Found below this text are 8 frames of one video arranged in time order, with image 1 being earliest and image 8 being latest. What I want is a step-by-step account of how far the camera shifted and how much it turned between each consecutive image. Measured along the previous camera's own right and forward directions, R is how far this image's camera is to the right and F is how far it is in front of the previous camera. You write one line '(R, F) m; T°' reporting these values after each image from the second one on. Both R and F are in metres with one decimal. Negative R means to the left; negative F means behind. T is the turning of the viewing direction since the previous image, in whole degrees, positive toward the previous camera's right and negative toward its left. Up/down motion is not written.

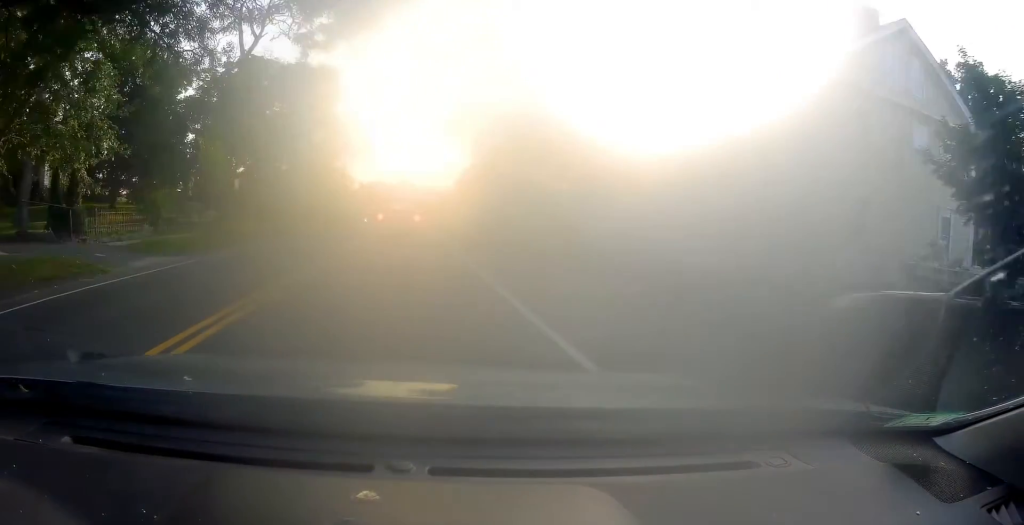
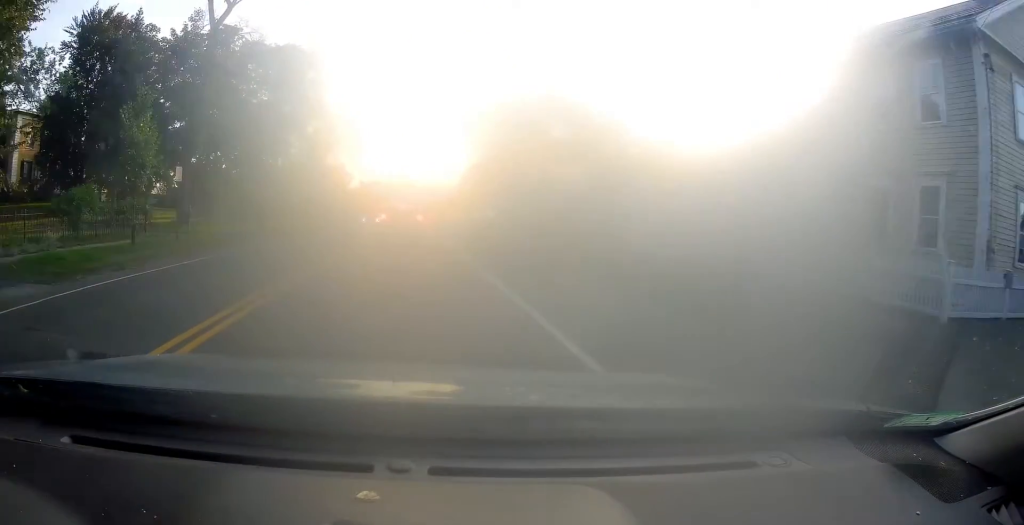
(-0.1, +6.2) m; -1°
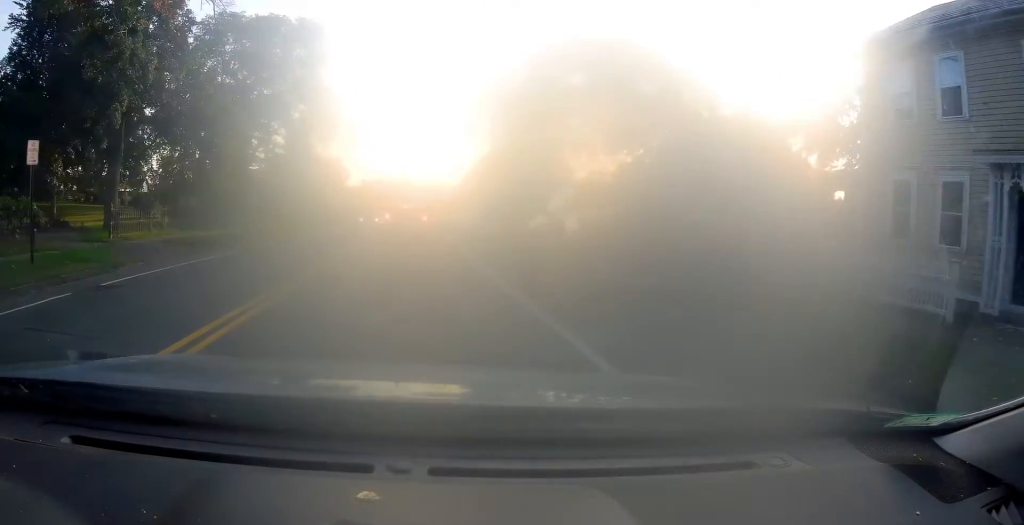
(-0.4, +8.4) m; 0°
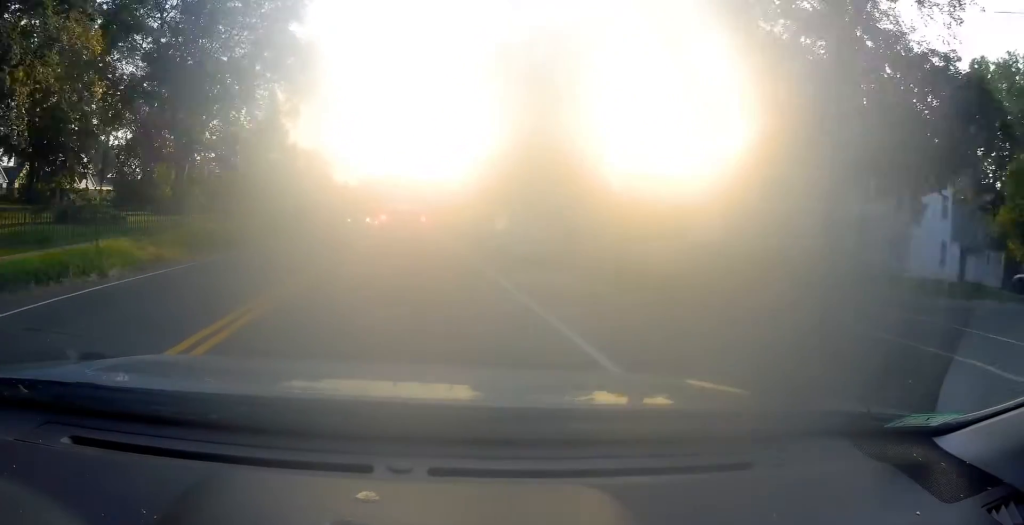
(+0.6, +11.9) m; +1°
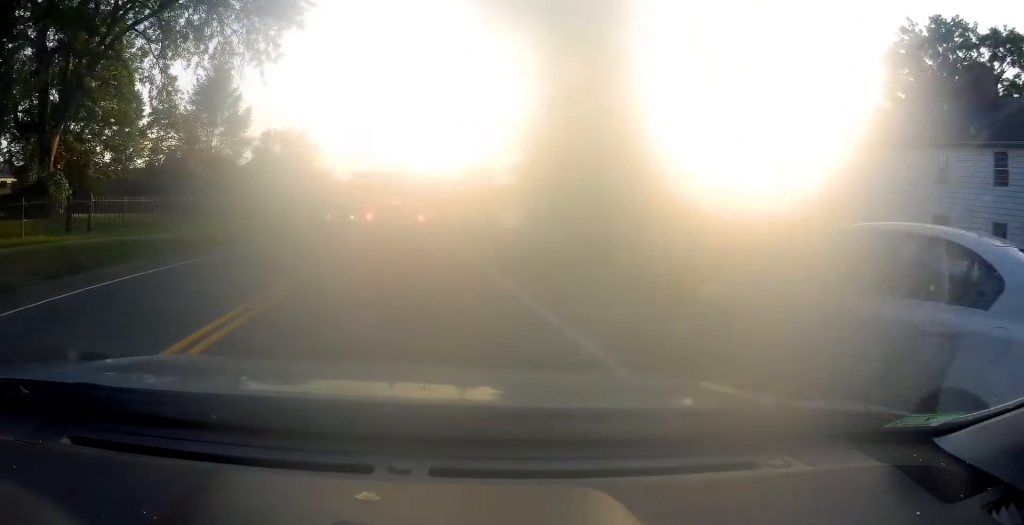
(-0.2, +13.5) m; 0°
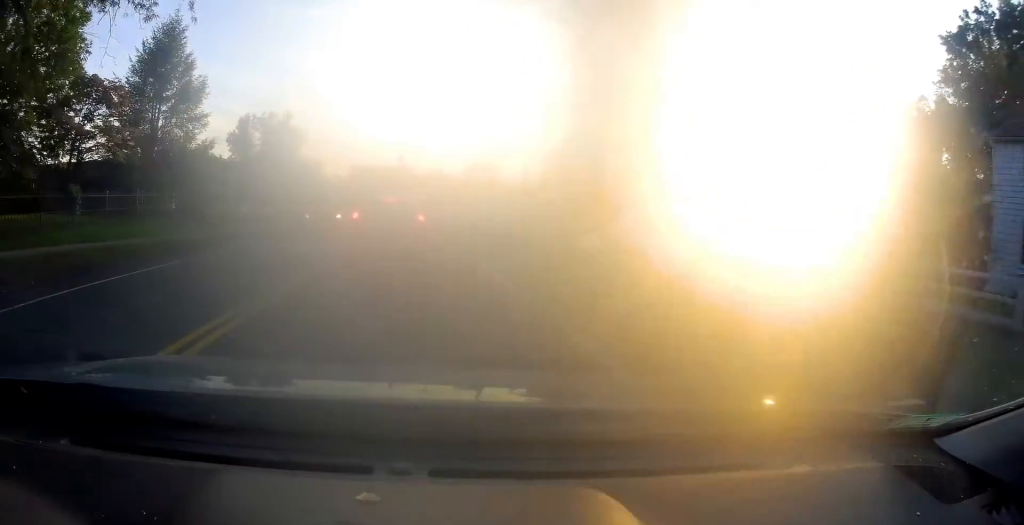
(+0.1, +7.3) m; -1°
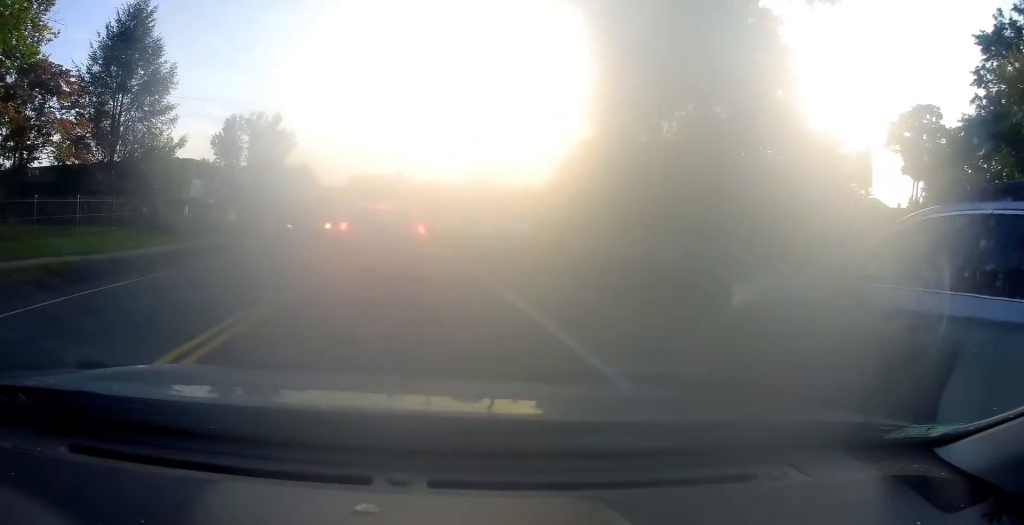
(-0.1, +3.7) m; -1°
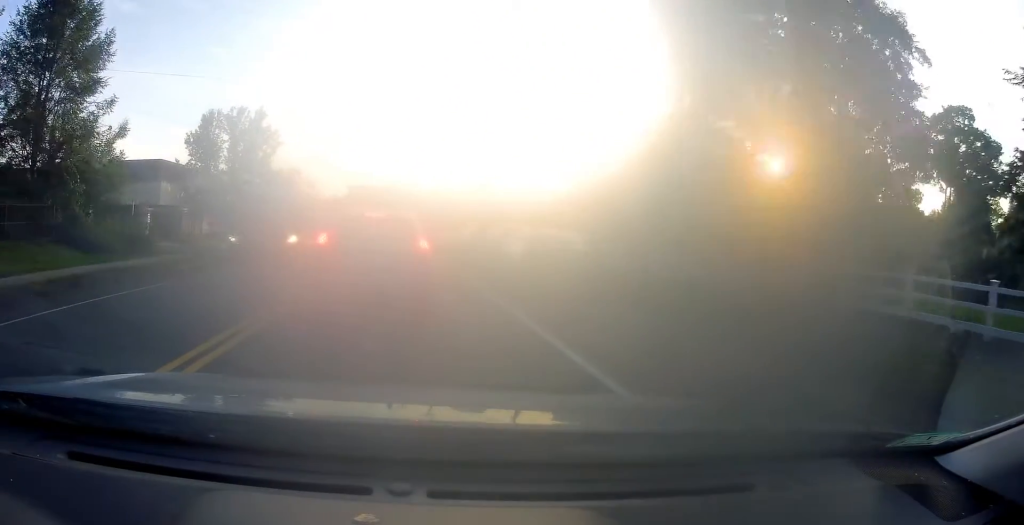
(+0.1, +4.3) m; +4°
